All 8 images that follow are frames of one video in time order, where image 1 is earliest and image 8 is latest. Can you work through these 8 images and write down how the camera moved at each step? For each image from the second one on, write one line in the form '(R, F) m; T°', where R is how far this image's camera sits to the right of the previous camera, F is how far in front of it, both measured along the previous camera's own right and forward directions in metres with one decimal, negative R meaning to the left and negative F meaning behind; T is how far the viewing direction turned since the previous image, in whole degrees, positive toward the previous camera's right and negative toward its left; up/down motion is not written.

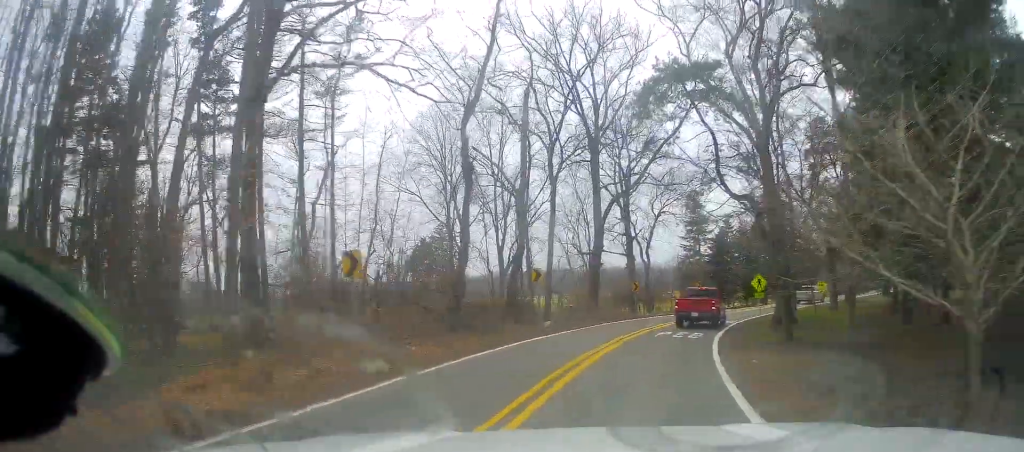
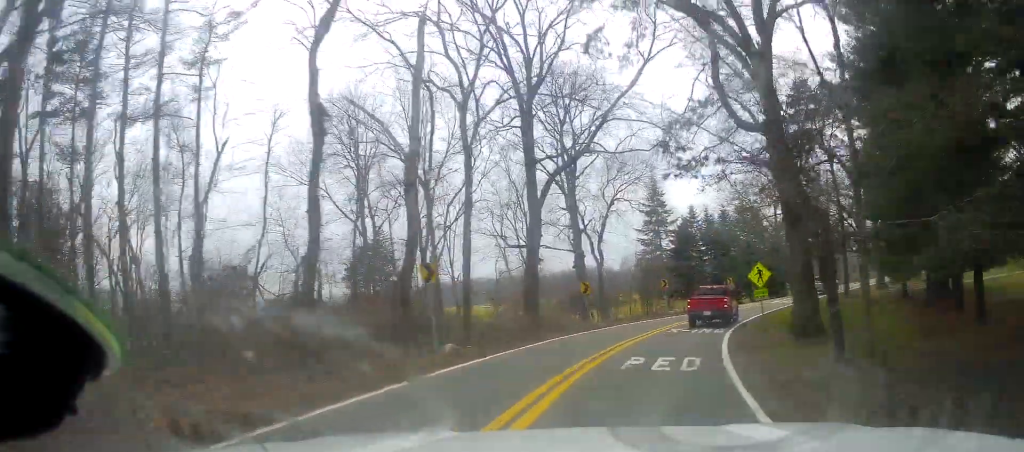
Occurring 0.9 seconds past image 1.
(0.0, +9.5) m; +3°
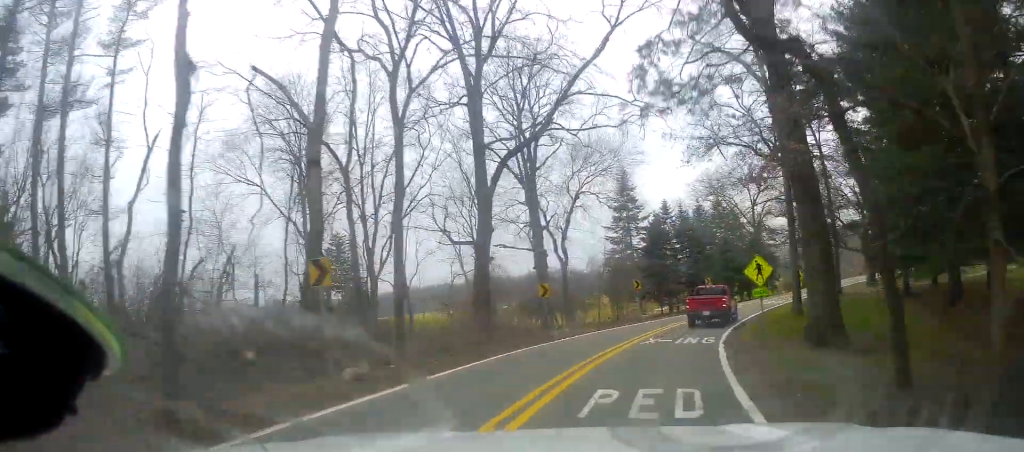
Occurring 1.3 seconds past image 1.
(+0.2, +4.7) m; +4°
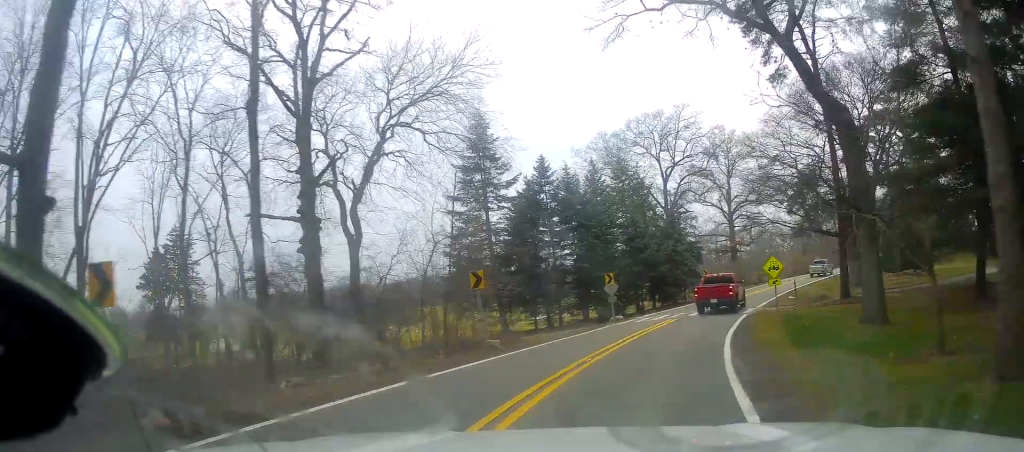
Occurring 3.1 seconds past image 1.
(+2.0, +19.2) m; +8°
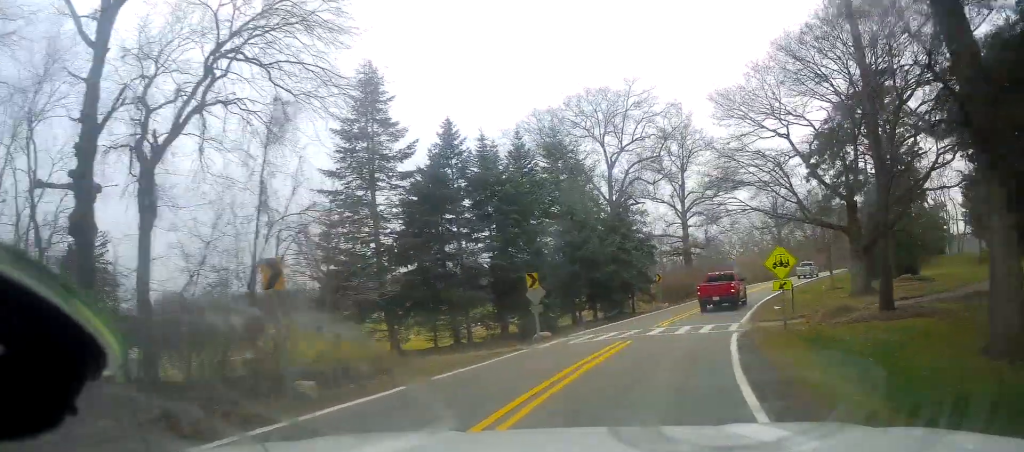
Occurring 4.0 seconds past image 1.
(-0.3, +9.3) m; +3°
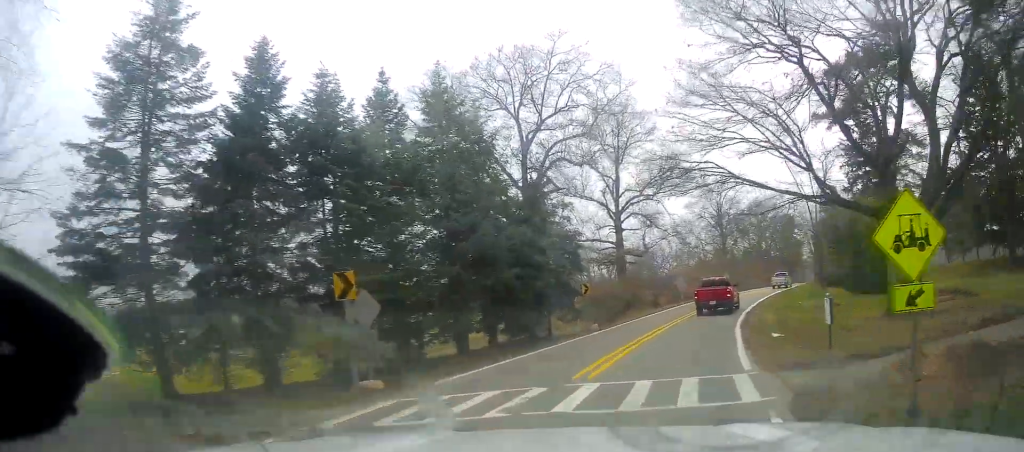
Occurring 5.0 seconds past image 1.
(+1.0, +11.0) m; +12°
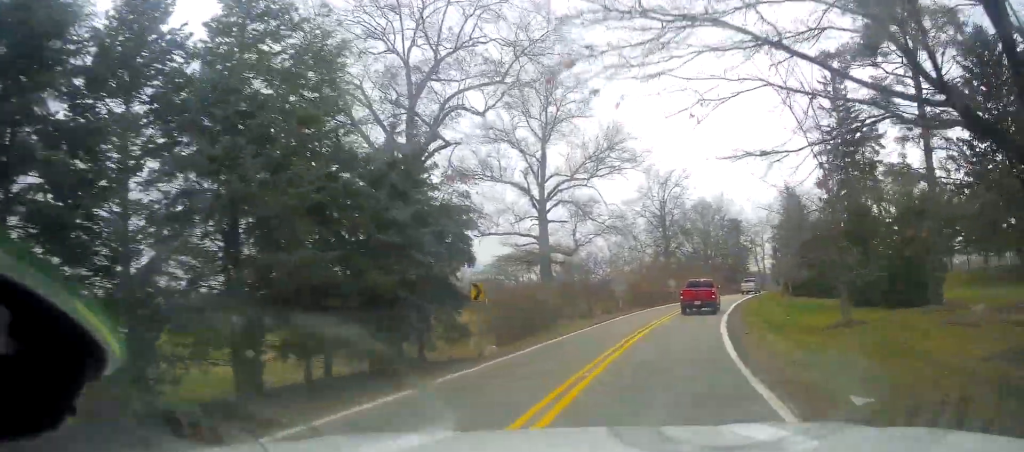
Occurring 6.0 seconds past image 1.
(+1.1, +10.7) m; +10°
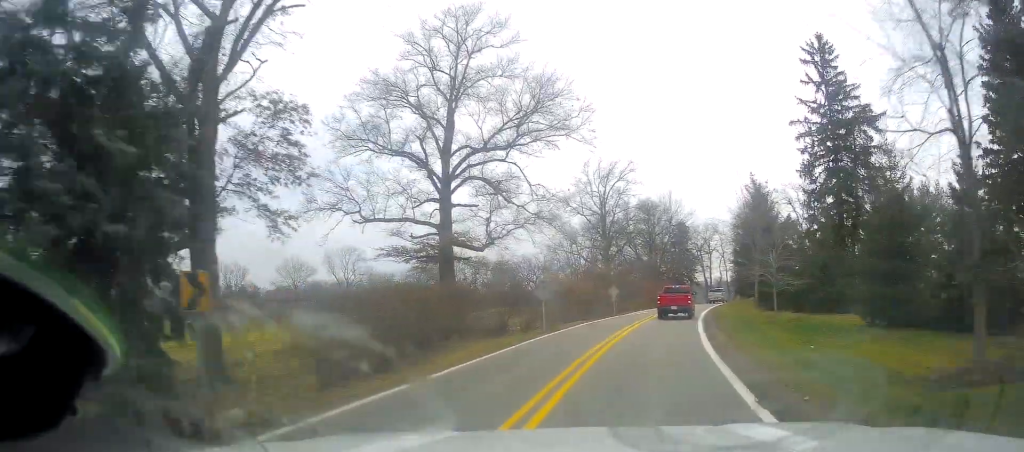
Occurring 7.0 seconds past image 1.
(+0.9, +11.4) m; +8°
